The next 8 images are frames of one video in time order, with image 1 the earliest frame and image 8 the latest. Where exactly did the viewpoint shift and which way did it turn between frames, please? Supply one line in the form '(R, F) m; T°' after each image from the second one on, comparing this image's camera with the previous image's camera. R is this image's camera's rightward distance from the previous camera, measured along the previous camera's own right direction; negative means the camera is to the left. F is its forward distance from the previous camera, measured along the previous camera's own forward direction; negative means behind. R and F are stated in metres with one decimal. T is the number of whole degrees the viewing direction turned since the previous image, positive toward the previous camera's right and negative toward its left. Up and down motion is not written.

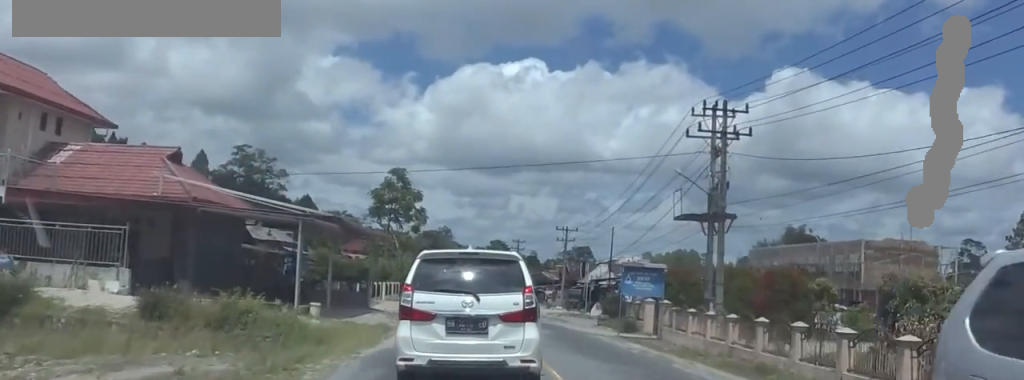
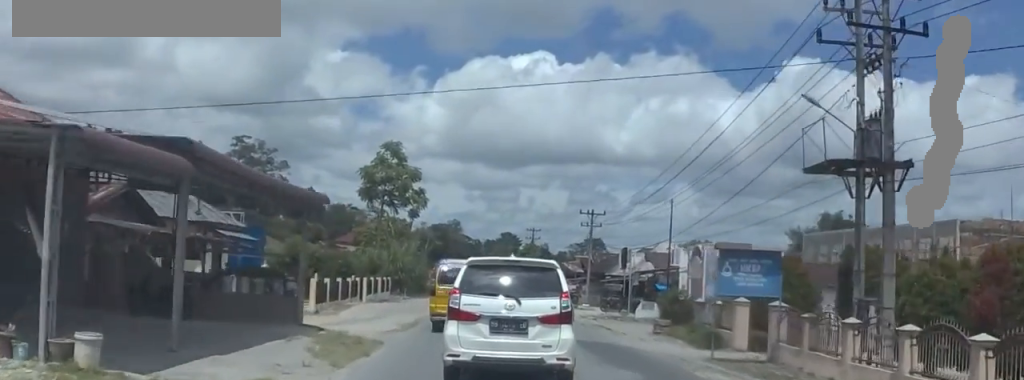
(-0.2, +16.2) m; -2°
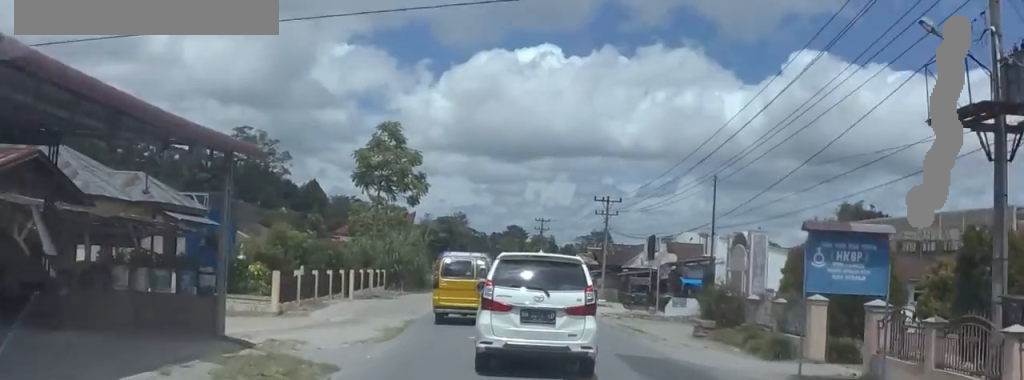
(+0.1, +7.3) m; -3°
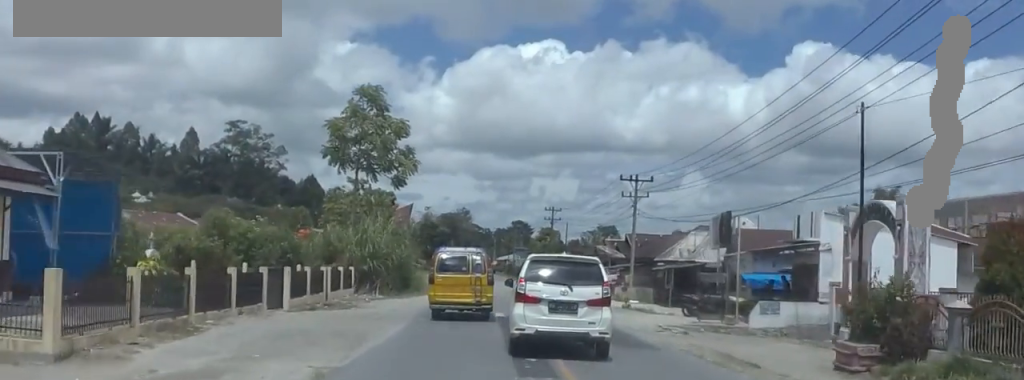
(-1.2, +13.9) m; +1°
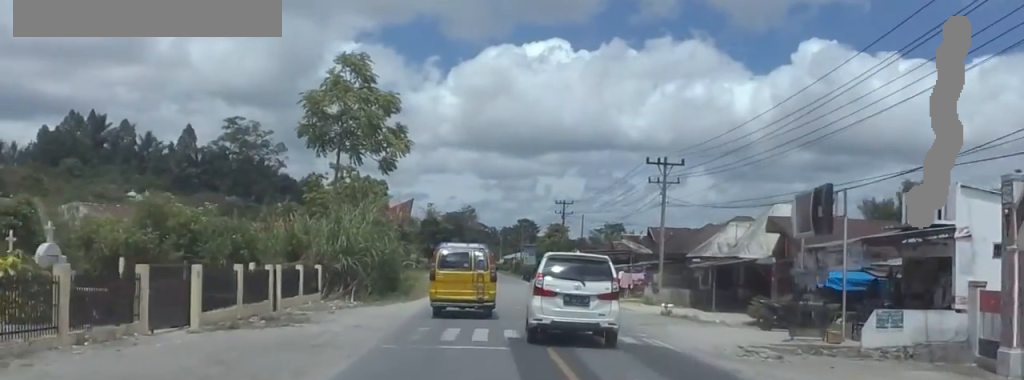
(+1.1, +8.7) m; 0°
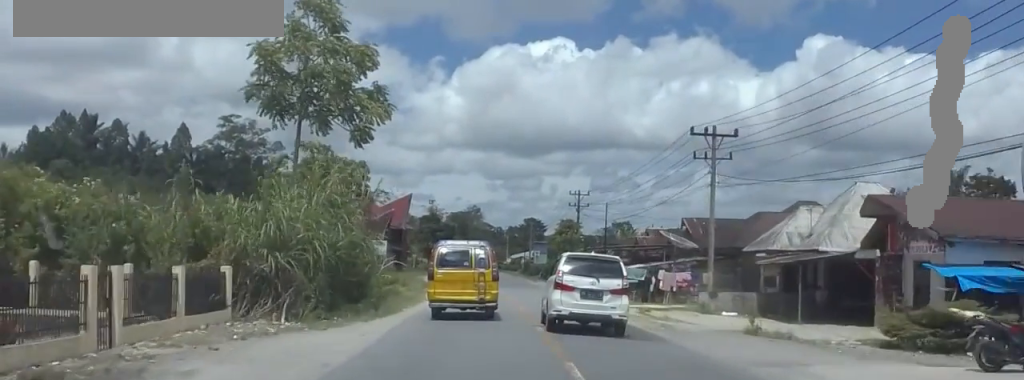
(-0.3, +10.7) m; -3°
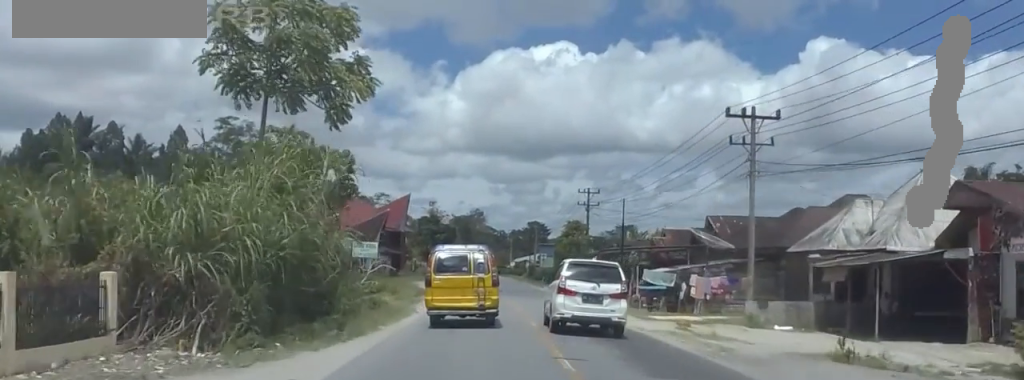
(-0.6, +5.9) m; -3°
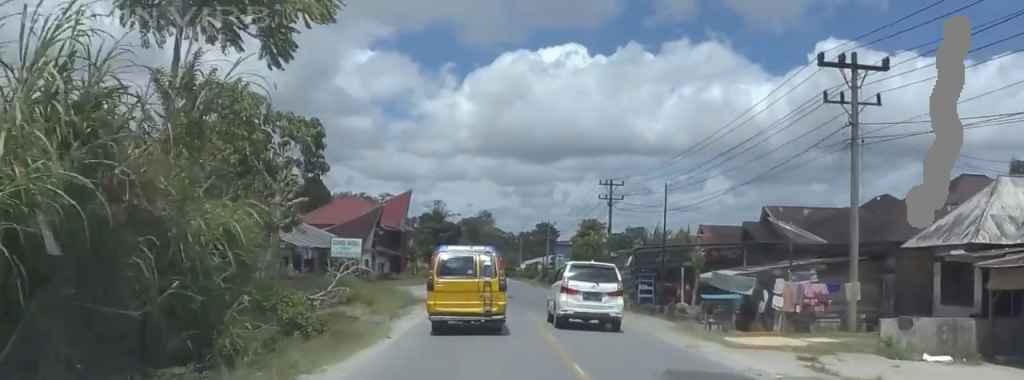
(+0.5, +9.8) m; +2°
